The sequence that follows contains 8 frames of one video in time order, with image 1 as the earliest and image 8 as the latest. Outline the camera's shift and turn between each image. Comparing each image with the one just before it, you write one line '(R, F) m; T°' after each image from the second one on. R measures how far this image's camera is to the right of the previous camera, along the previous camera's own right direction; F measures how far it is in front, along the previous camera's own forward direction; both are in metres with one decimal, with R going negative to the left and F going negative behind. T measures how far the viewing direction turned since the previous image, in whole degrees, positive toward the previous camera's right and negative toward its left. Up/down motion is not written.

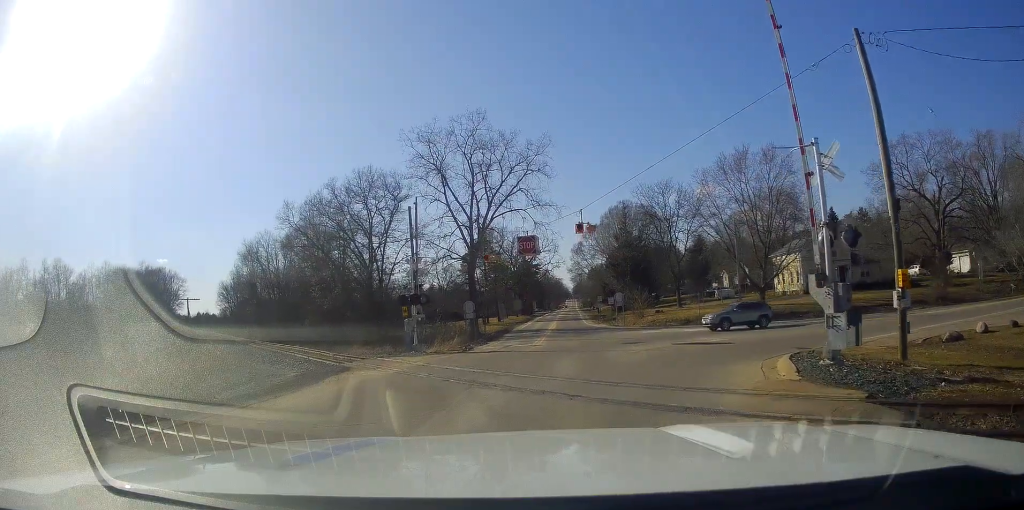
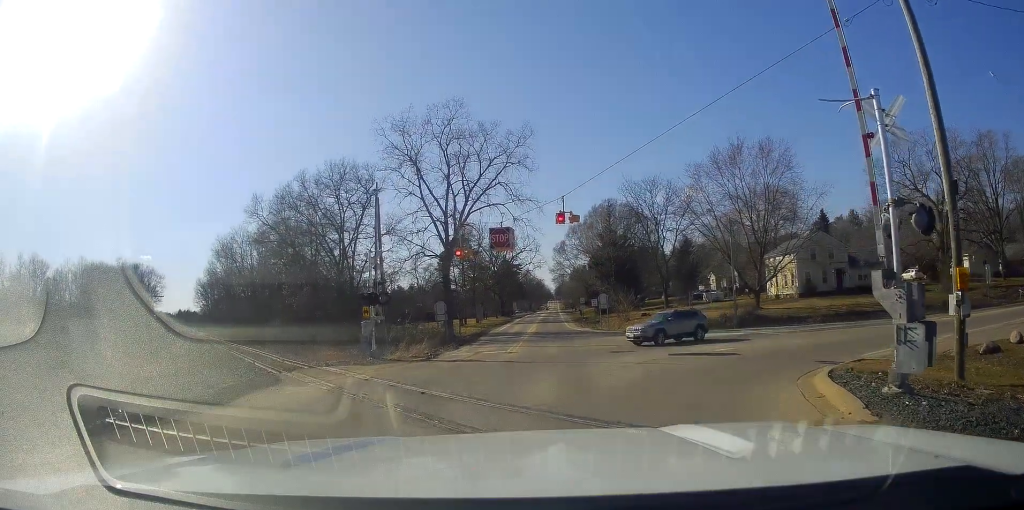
(+0.3, +3.9) m; +6°
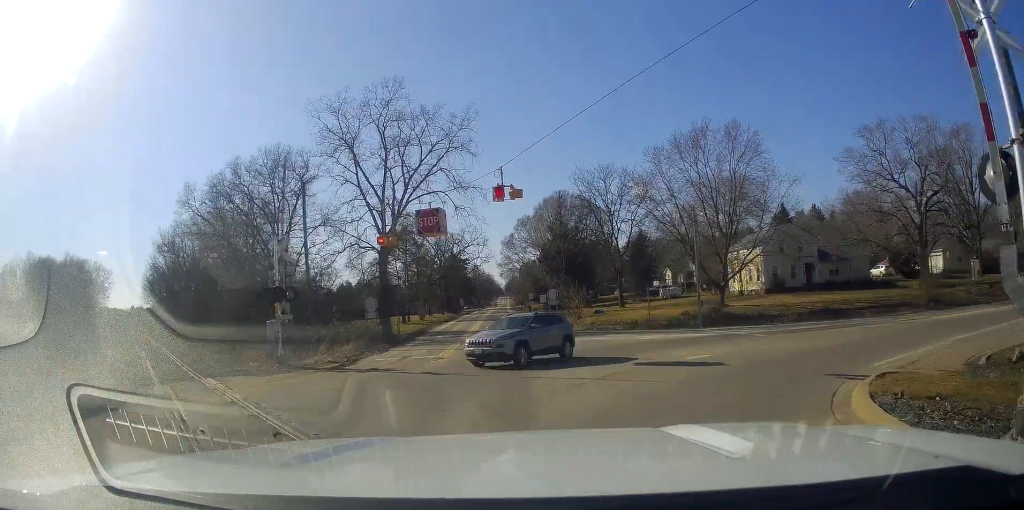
(+0.2, +4.3) m; +3°
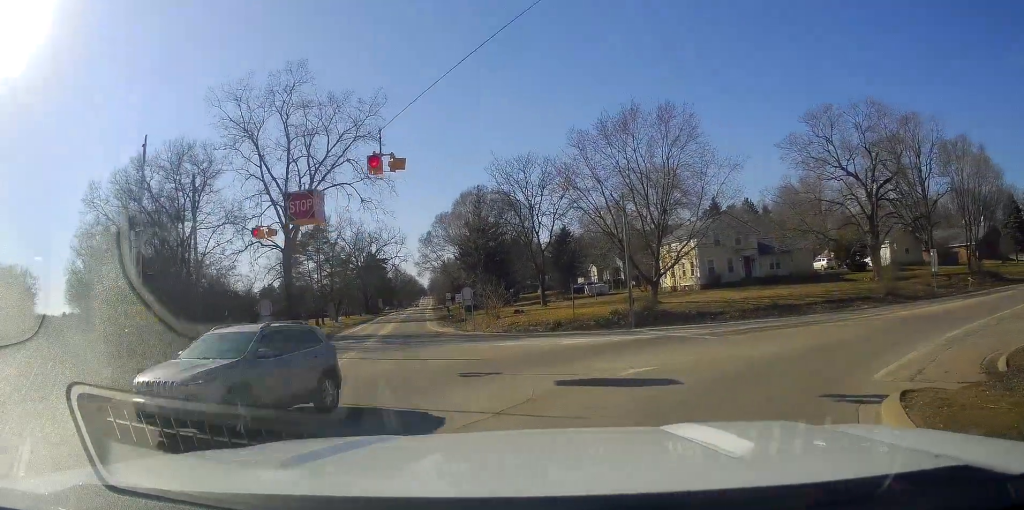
(0.0, +4.2) m; +3°
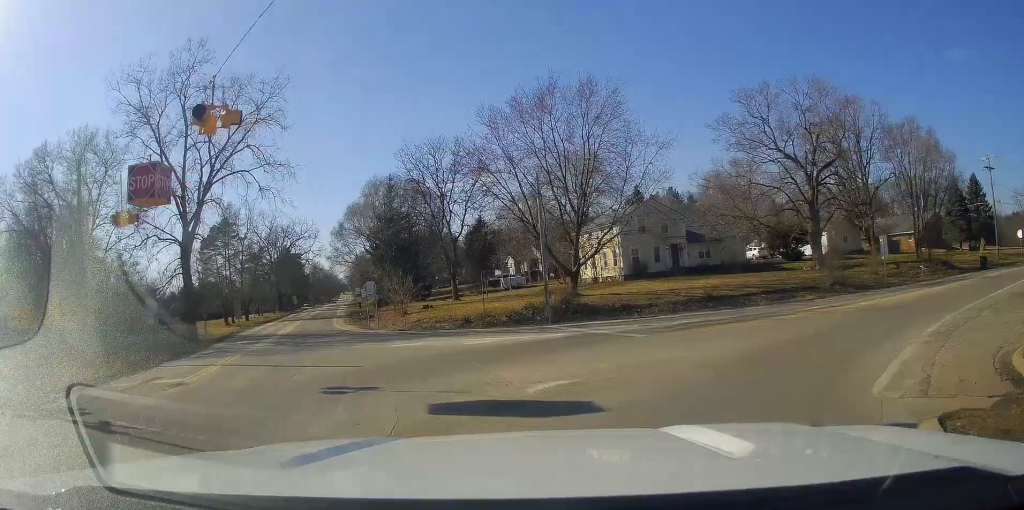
(-0.1, +3.6) m; +6°
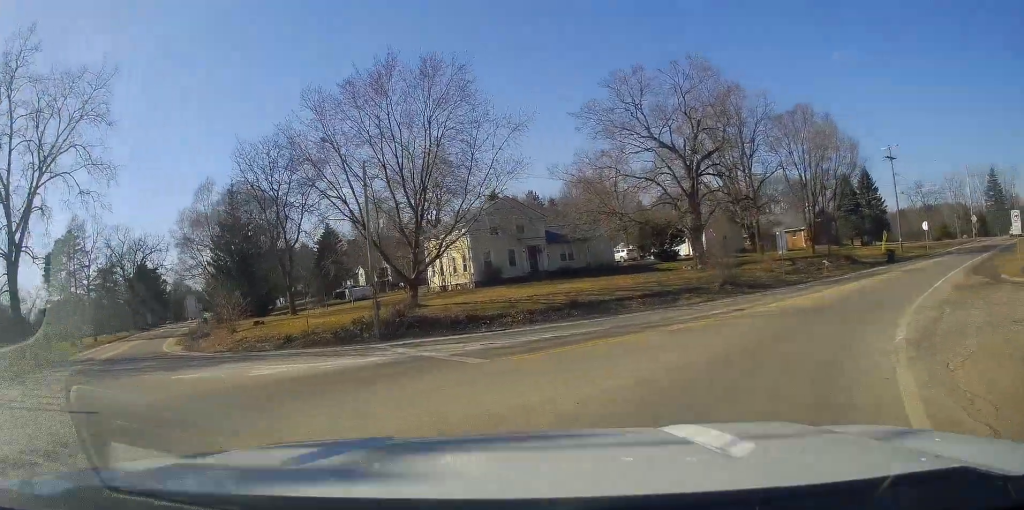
(+0.6, +5.5) m; +20°
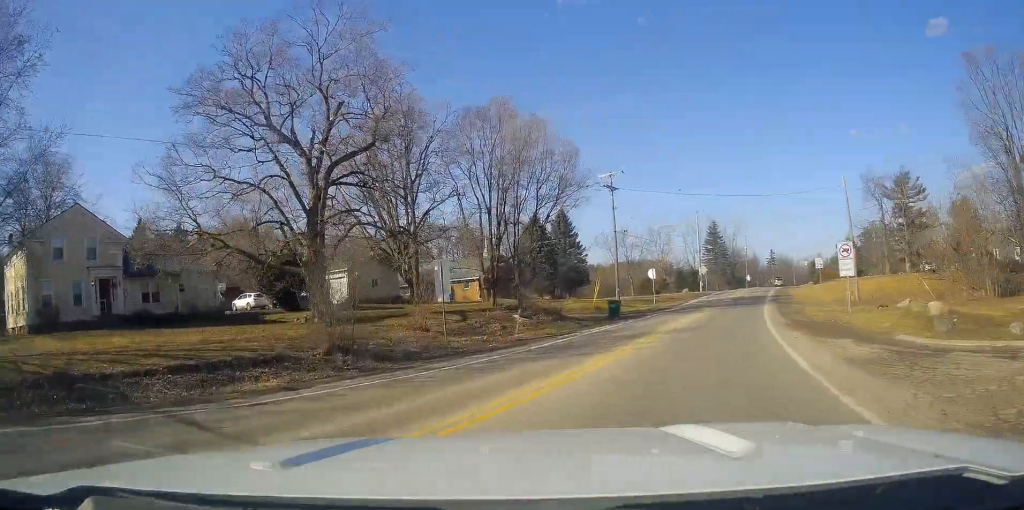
(+4.9, +14.6) m; +33°
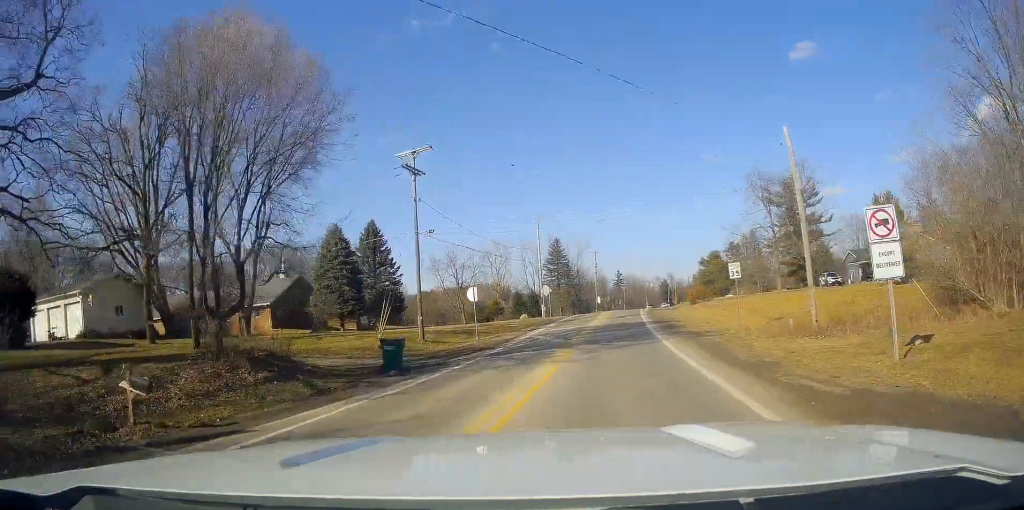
(+2.3, +14.5) m; +15°
